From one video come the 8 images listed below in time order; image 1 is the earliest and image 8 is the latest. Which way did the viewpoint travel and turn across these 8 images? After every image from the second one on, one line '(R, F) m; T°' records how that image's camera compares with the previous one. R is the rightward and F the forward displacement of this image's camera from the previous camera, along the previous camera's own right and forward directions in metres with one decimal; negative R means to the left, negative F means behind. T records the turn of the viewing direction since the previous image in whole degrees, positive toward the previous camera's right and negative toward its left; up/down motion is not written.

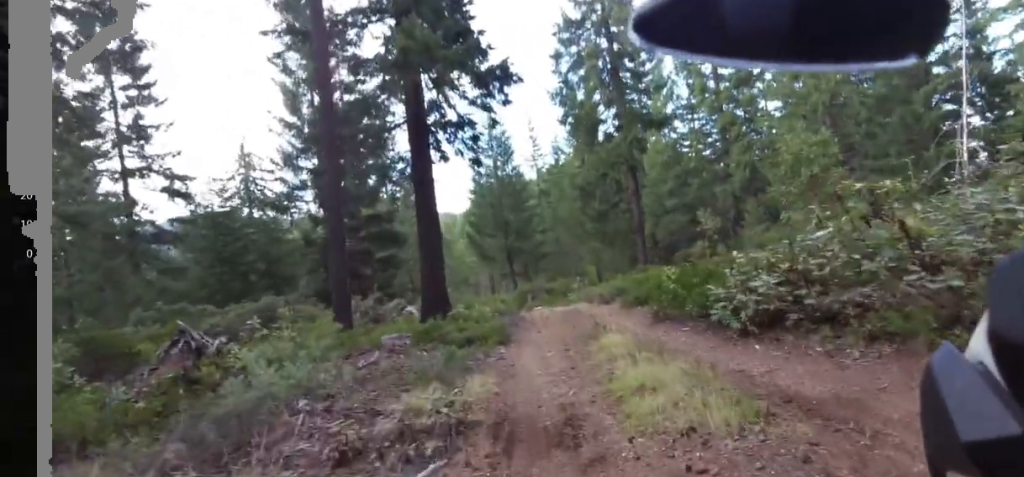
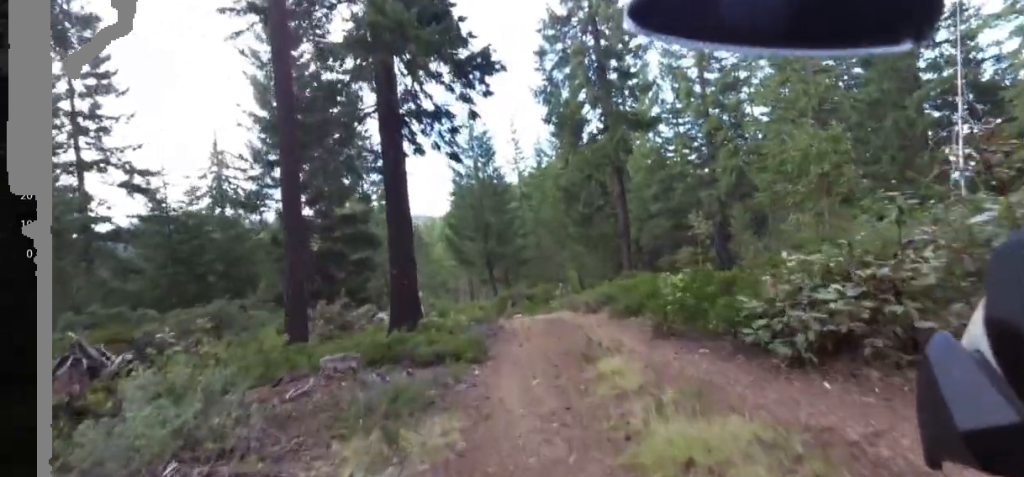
(+0.4, +1.9) m; -2°
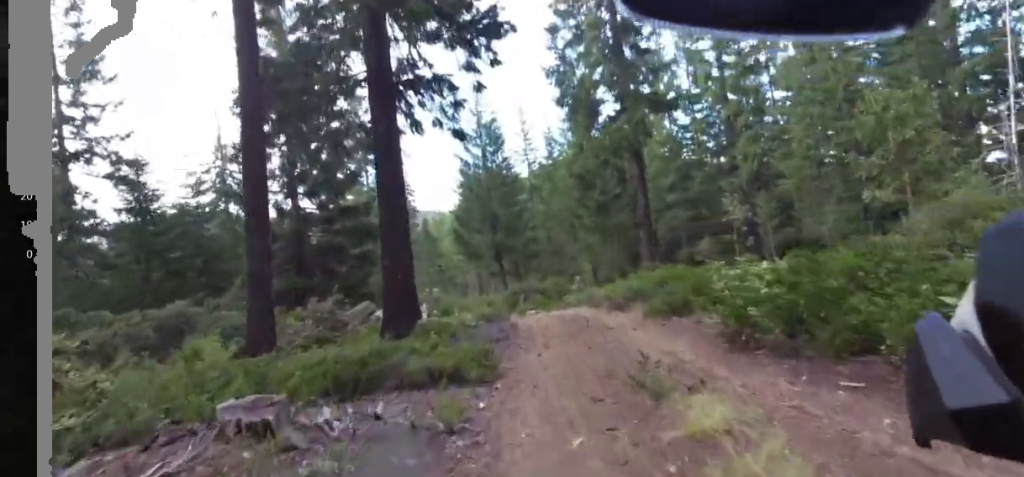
(-0.5, +3.0) m; -9°
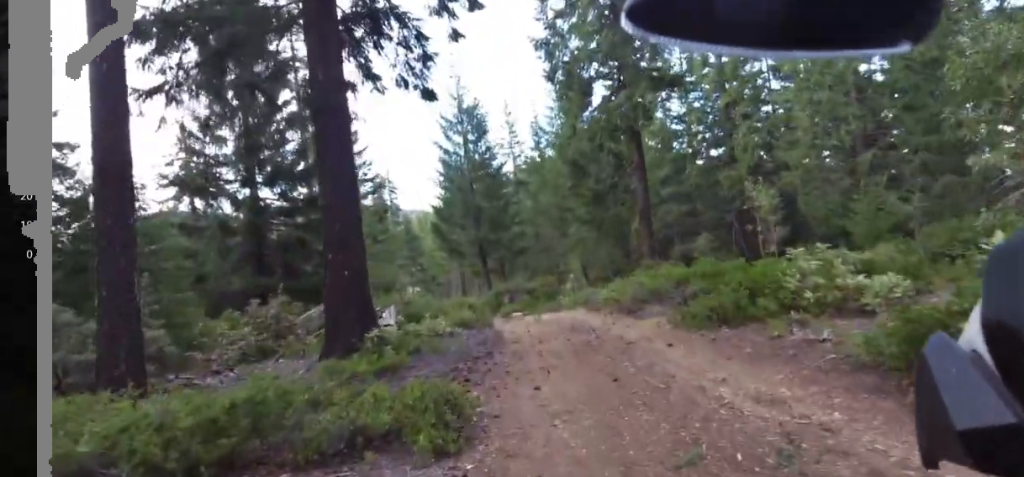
(-0.3, +3.7) m; -5°
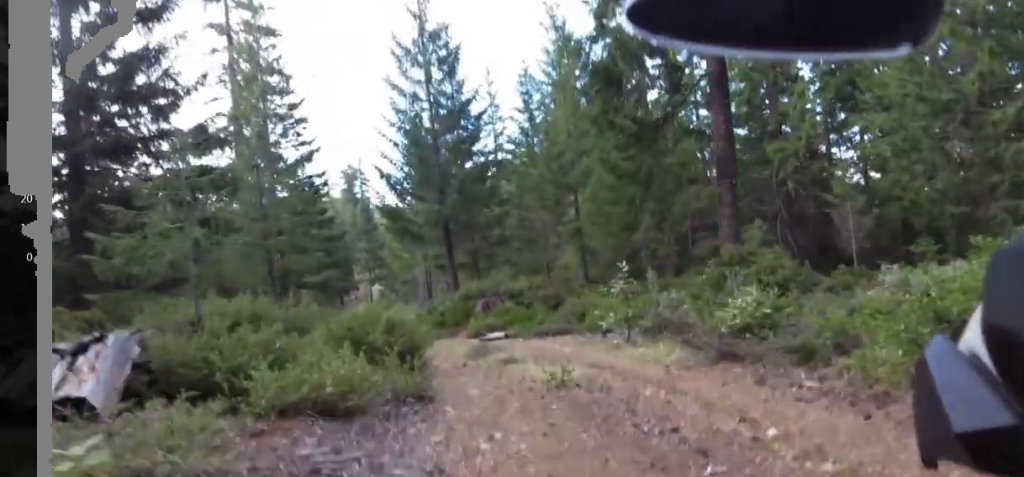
(+0.7, +12.3) m; +14°
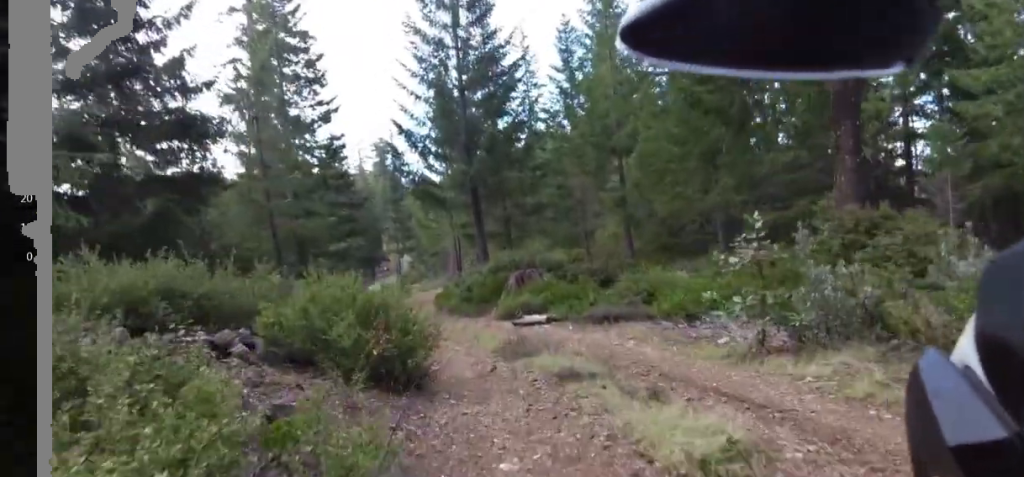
(+0.6, +4.1) m; -6°
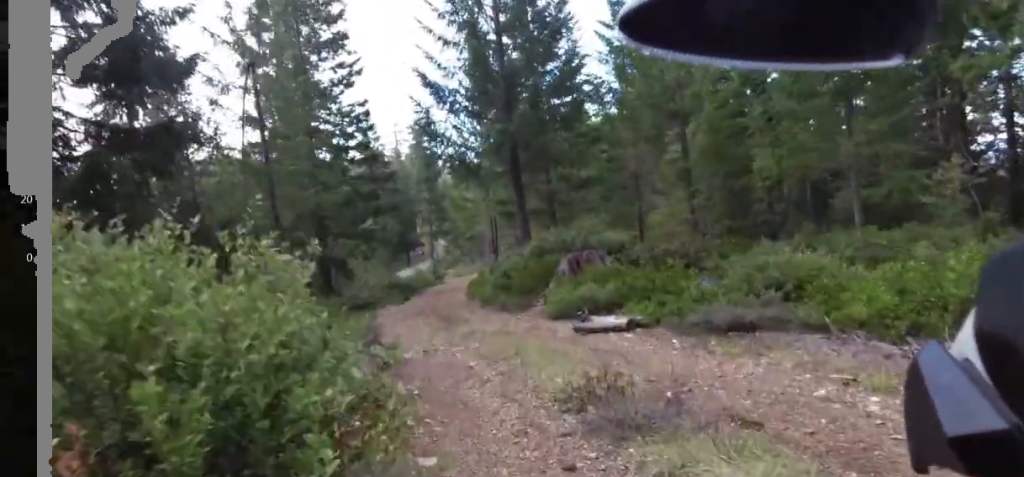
(-1.2, +4.7) m; -22°
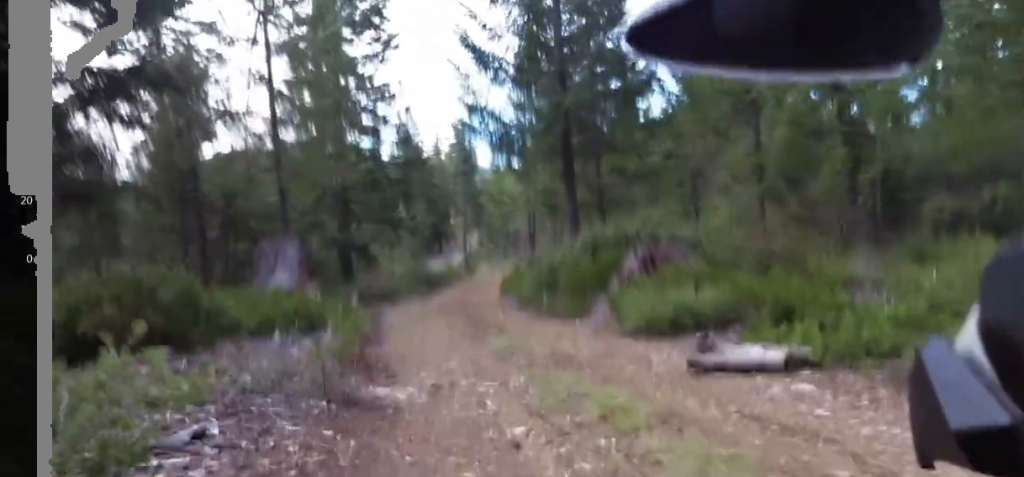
(-0.9, +3.6) m; +1°
